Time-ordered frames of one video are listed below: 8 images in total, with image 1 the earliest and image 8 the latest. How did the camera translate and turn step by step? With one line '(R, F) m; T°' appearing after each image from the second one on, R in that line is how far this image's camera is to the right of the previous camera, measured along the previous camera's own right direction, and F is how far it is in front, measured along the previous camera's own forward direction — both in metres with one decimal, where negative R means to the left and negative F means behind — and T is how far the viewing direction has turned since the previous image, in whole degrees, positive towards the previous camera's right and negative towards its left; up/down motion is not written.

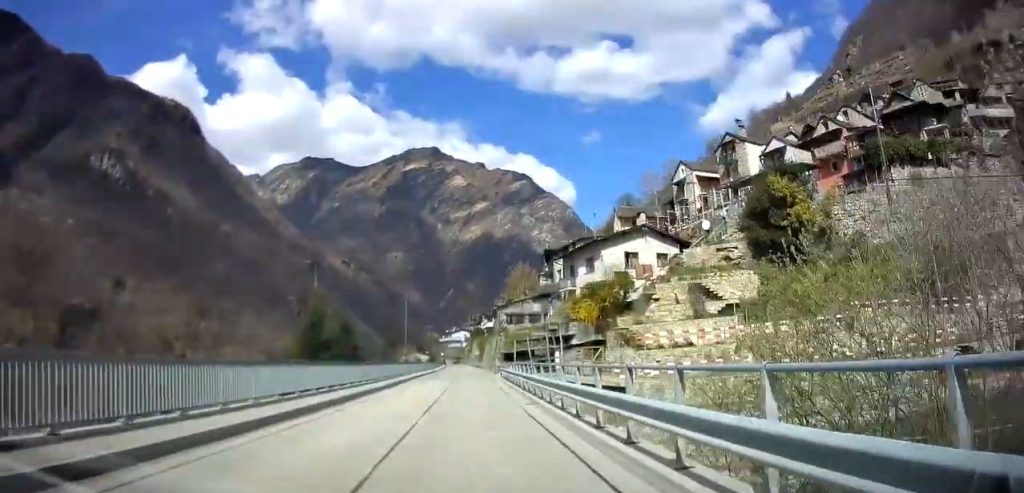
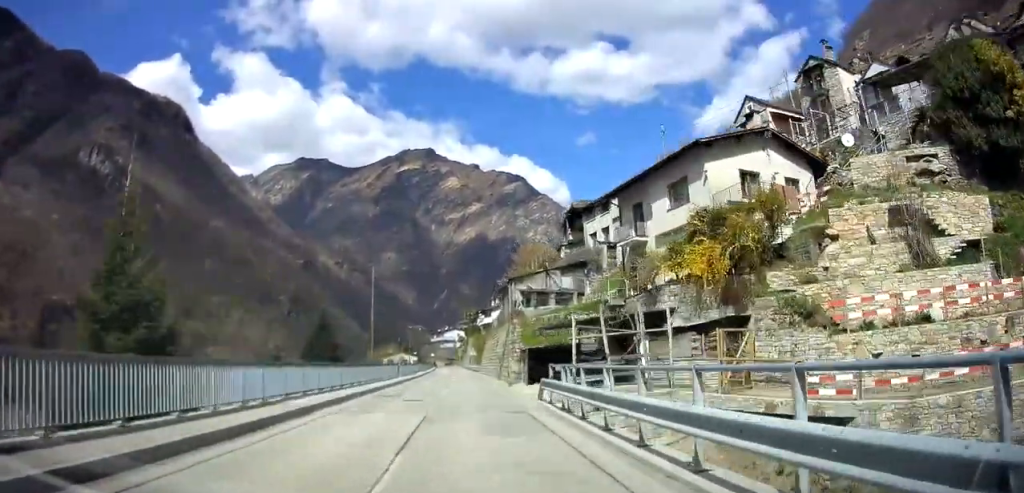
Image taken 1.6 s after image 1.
(+0.3, +22.5) m; +2°
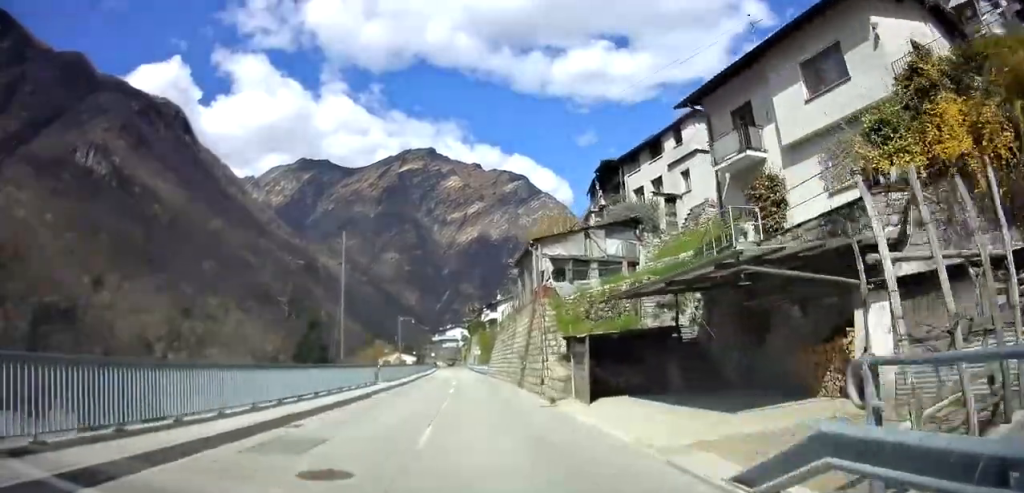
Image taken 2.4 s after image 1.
(+0.2, +12.7) m; -1°
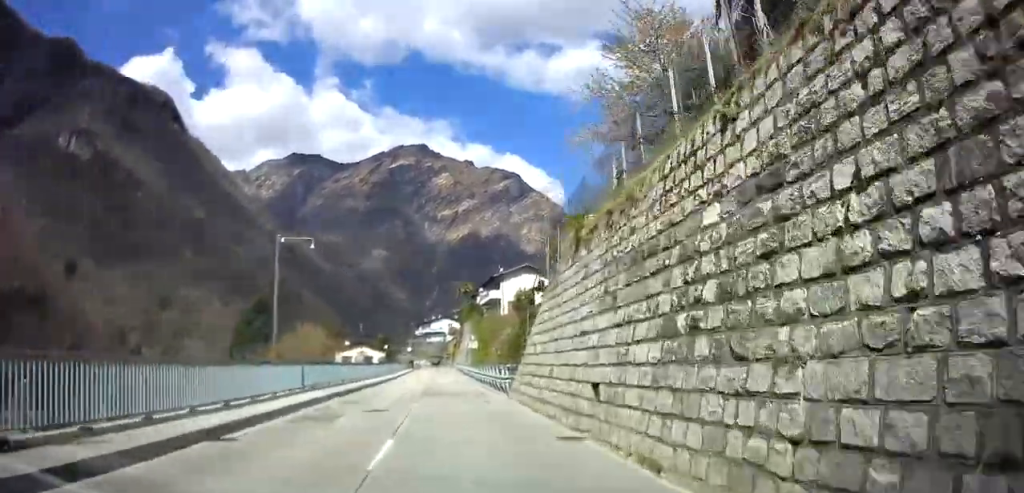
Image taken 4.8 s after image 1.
(-0.7, +34.9) m; -1°
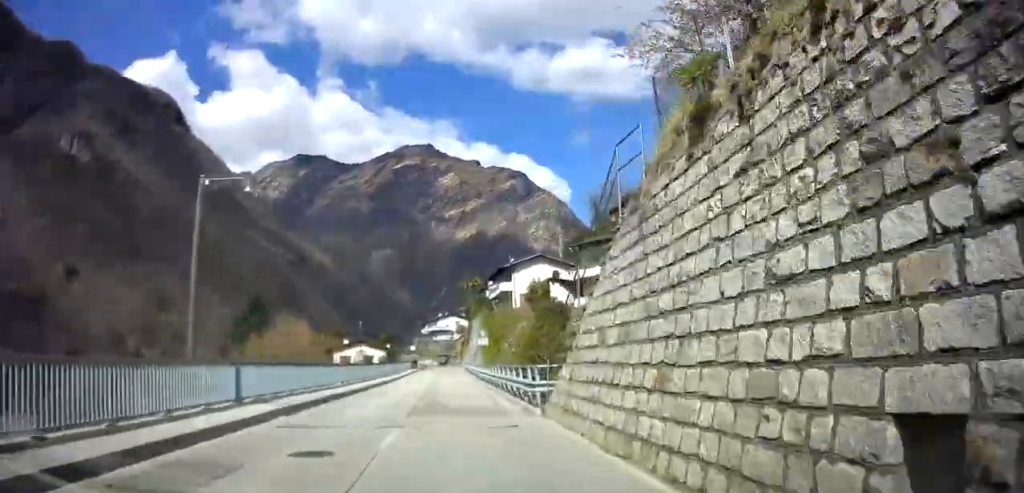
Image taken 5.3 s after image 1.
(+0.2, +7.5) m; 0°
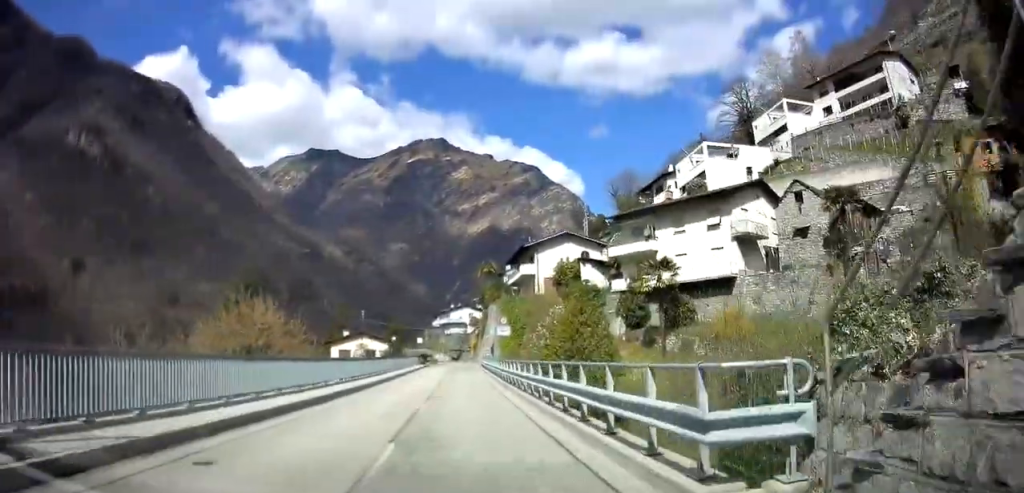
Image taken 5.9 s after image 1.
(-0.2, +9.9) m; -1°
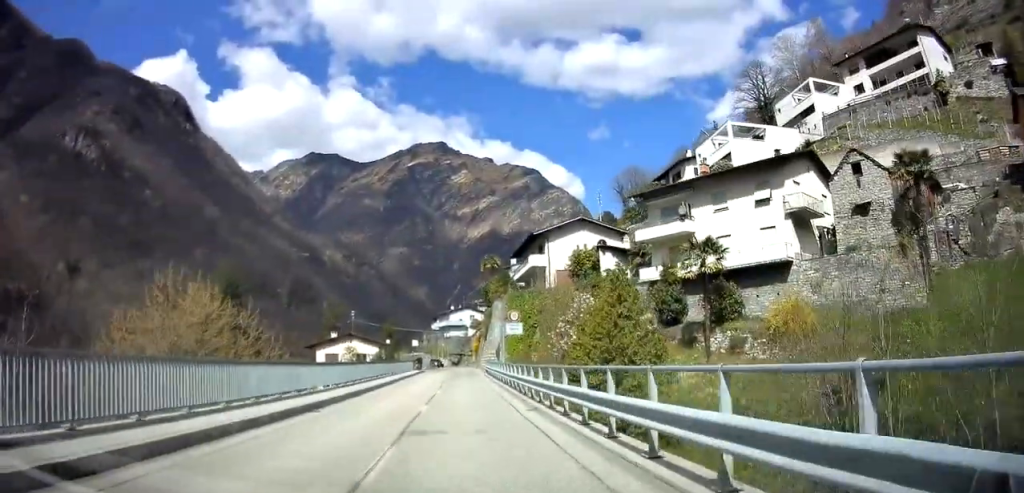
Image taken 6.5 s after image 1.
(-0.1, +8.4) m; -1°
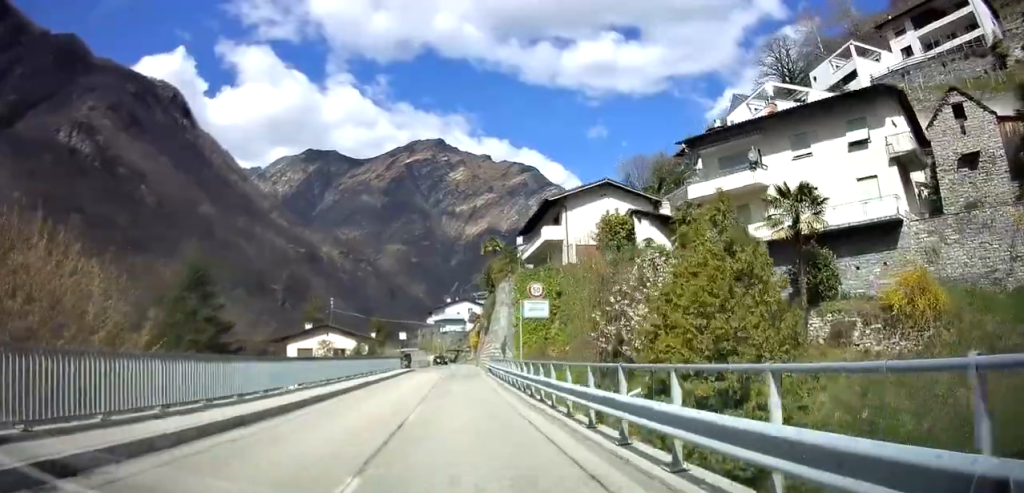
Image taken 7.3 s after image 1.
(-0.1, +11.2) m; 0°
